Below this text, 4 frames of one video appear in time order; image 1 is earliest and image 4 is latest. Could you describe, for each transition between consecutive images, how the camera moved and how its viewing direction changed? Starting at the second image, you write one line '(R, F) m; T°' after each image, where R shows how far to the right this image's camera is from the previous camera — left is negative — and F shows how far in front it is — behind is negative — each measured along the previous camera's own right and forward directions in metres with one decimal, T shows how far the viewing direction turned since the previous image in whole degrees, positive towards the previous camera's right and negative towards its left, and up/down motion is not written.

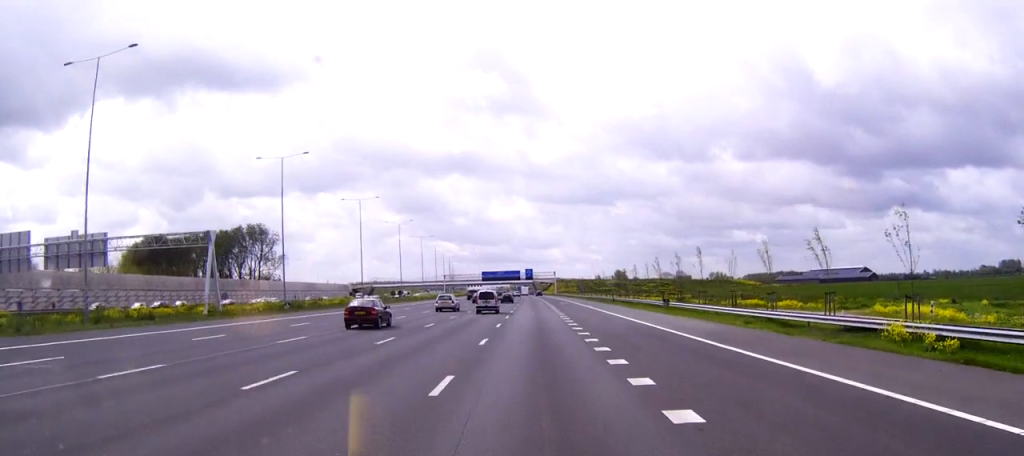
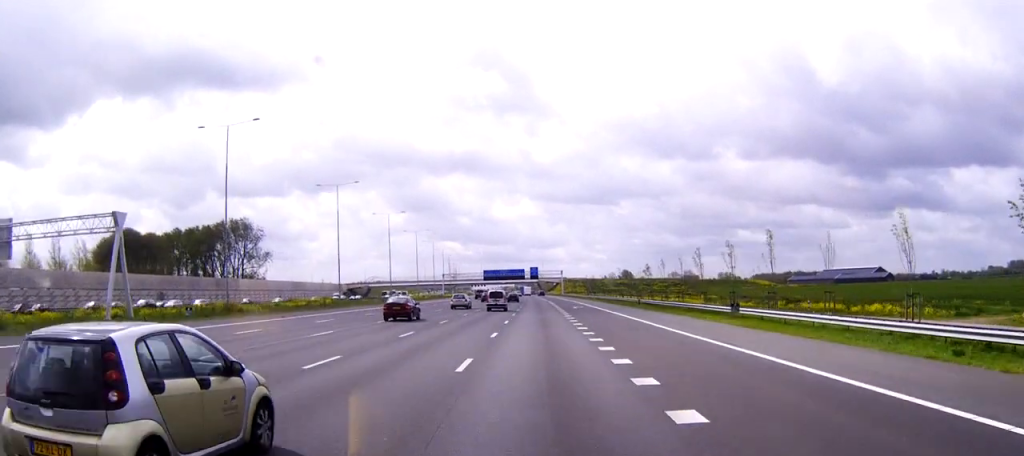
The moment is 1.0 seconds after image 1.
(-0.1, +20.4) m; 0°
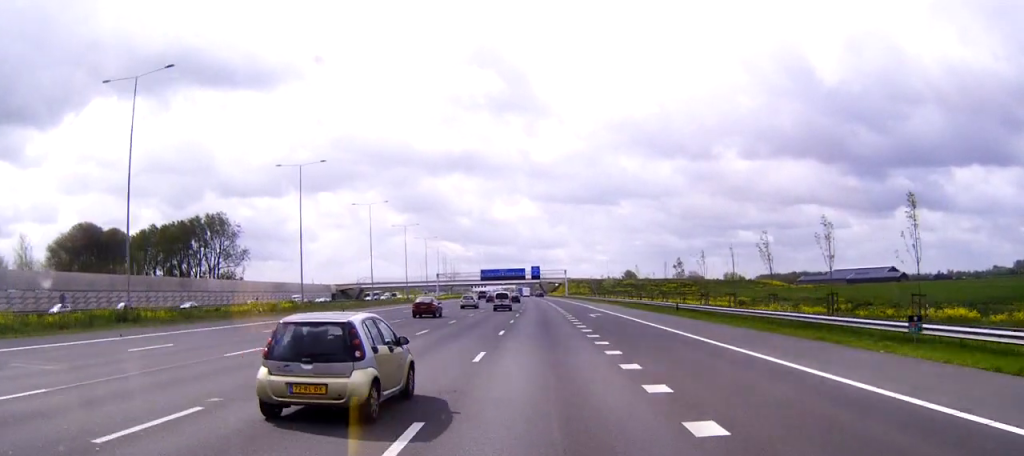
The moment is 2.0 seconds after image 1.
(-0.1, +21.4) m; 0°
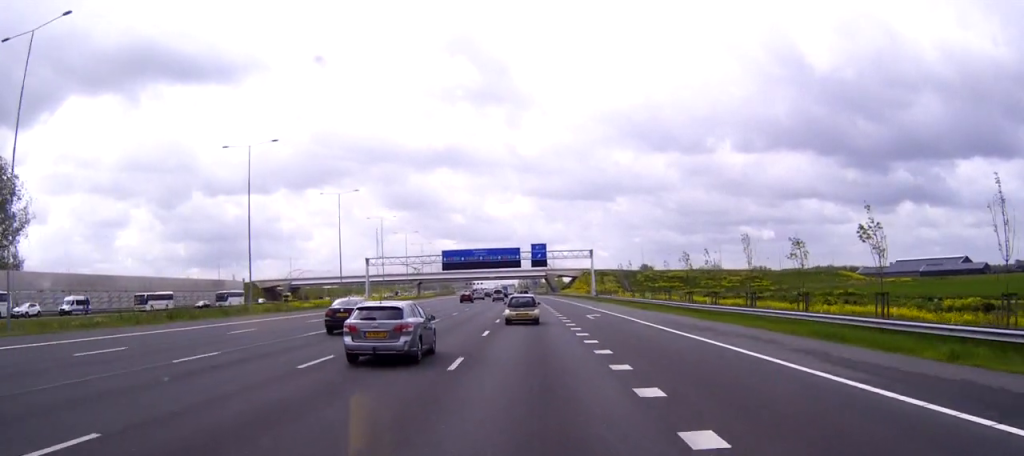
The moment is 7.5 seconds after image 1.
(-0.2, +123.4) m; -1°
